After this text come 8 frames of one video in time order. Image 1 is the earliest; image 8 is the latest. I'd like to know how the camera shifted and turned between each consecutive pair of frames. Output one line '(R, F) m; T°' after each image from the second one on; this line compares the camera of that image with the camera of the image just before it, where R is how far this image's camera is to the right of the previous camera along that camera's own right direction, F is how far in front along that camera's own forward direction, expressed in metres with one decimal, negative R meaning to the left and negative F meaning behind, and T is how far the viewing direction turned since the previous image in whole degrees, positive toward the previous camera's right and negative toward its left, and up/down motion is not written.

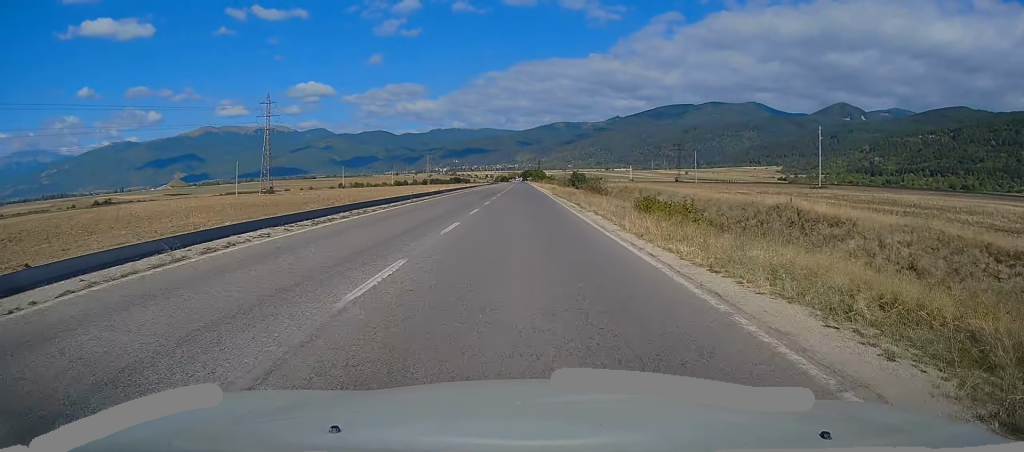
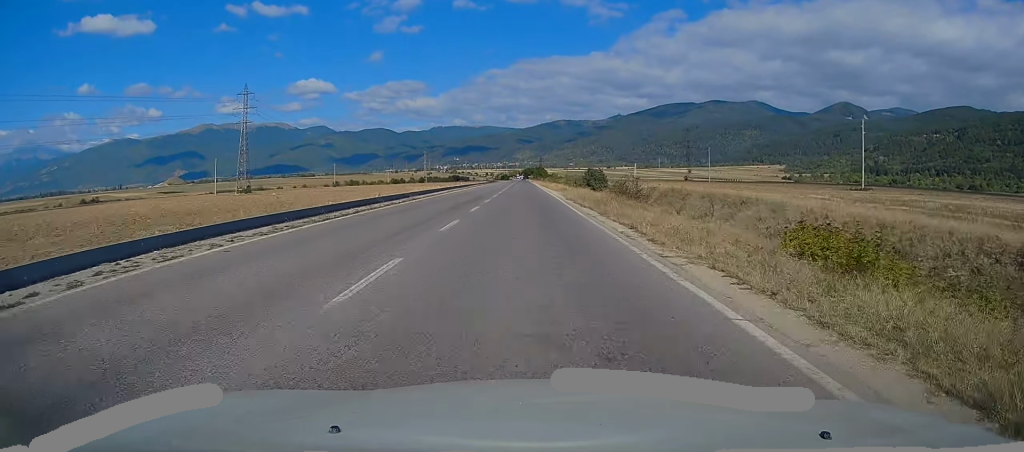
(-0.1, +15.9) m; 0°
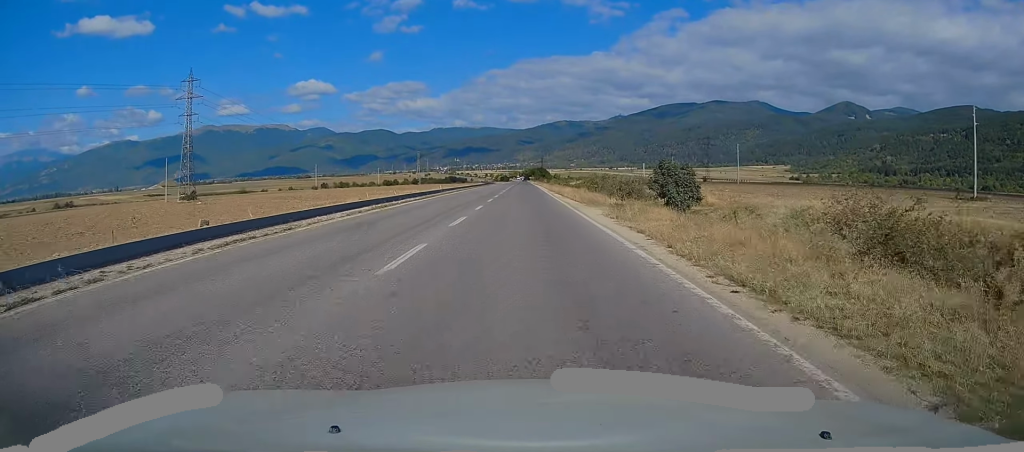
(0.0, +29.1) m; 0°
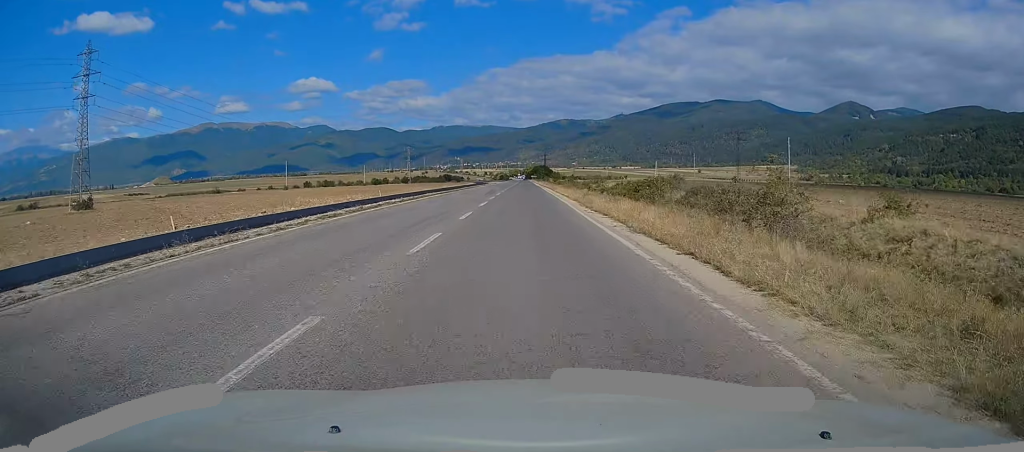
(-0.2, +36.6) m; 0°
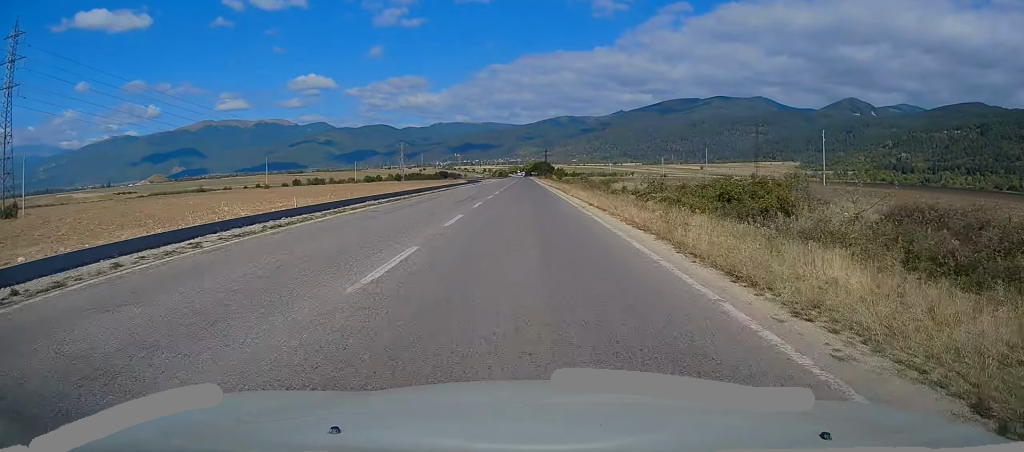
(-0.2, +18.5) m; 0°
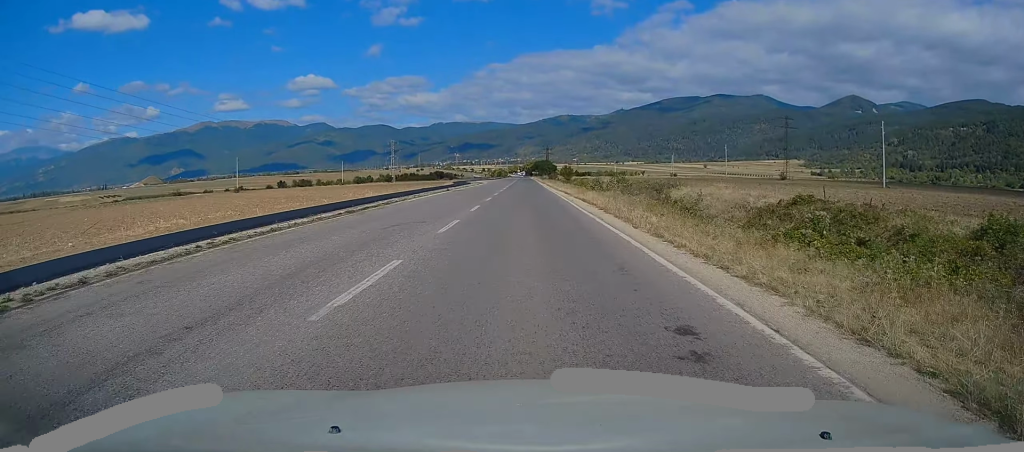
(+0.5, +24.3) m; 0°
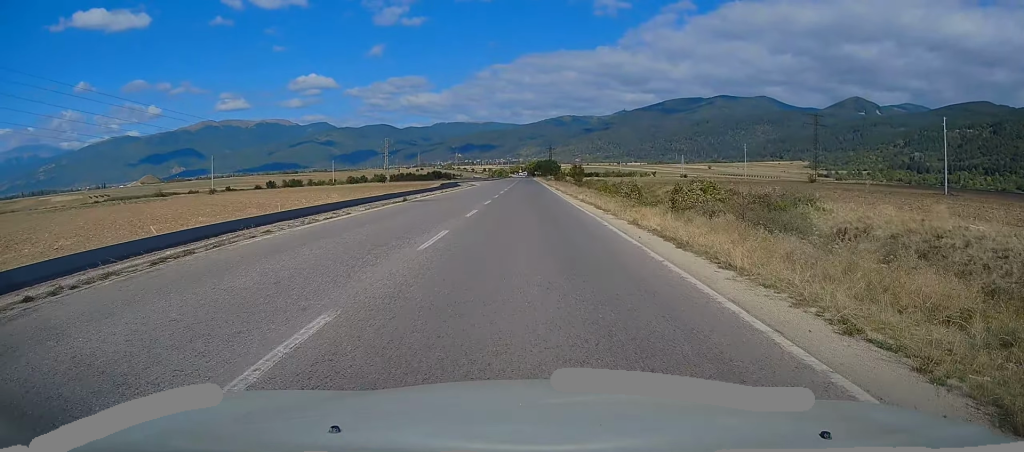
(-0.3, +18.3) m; -1°
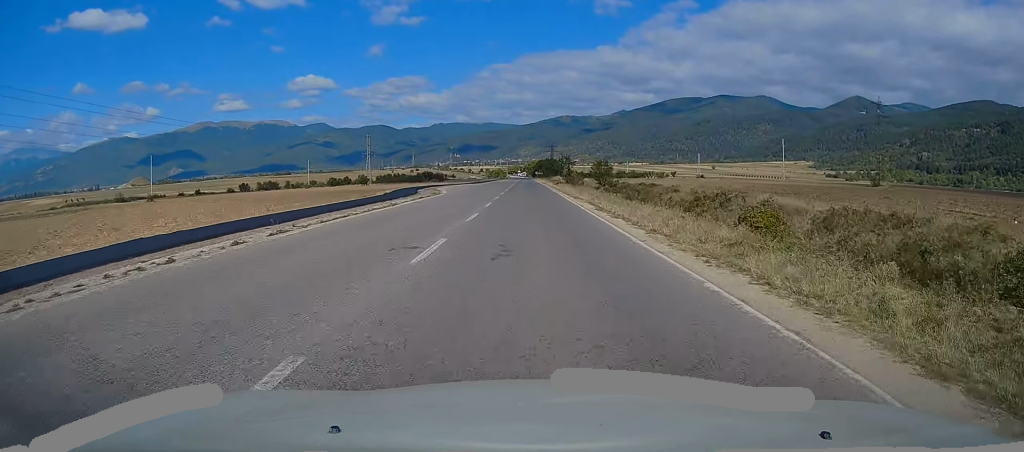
(-0.1, +32.5) m; 0°
